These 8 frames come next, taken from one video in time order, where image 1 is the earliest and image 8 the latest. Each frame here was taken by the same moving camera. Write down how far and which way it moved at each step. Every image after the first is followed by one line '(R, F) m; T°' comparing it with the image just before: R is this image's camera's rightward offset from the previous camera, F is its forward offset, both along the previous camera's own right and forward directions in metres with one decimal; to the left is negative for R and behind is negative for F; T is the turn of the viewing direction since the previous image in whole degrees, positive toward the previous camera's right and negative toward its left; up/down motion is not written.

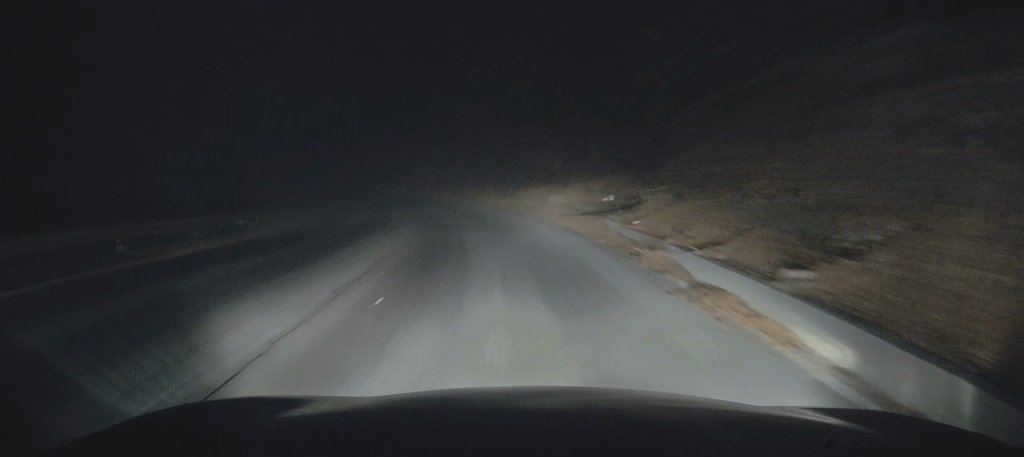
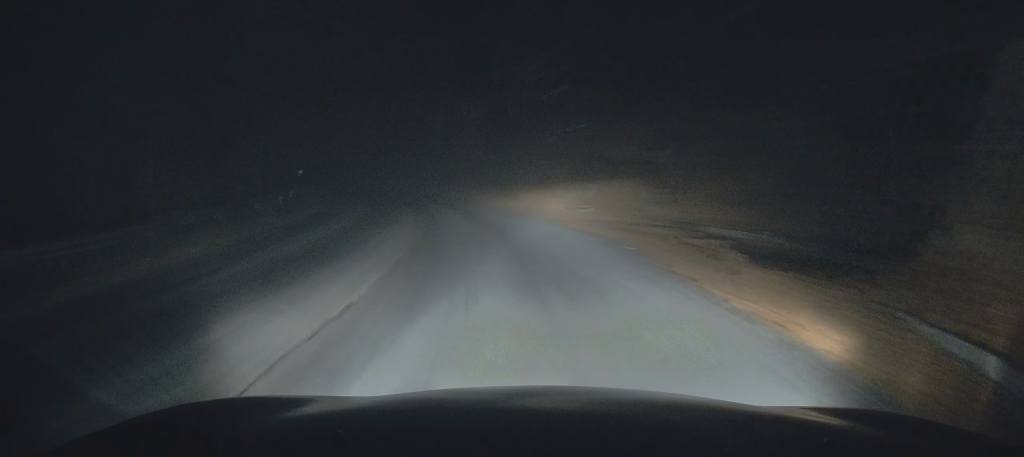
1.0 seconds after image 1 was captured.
(-0.2, +11.5) m; -3°
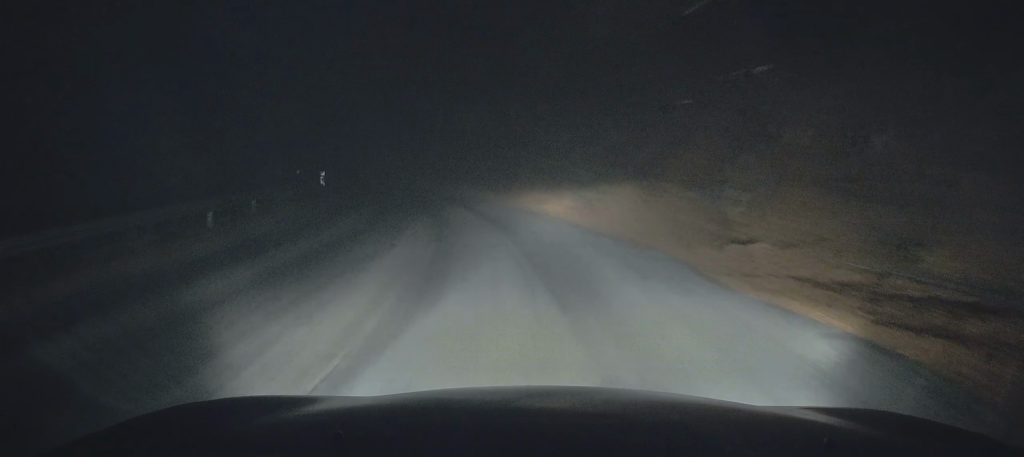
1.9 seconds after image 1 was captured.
(-0.2, +9.8) m; -4°
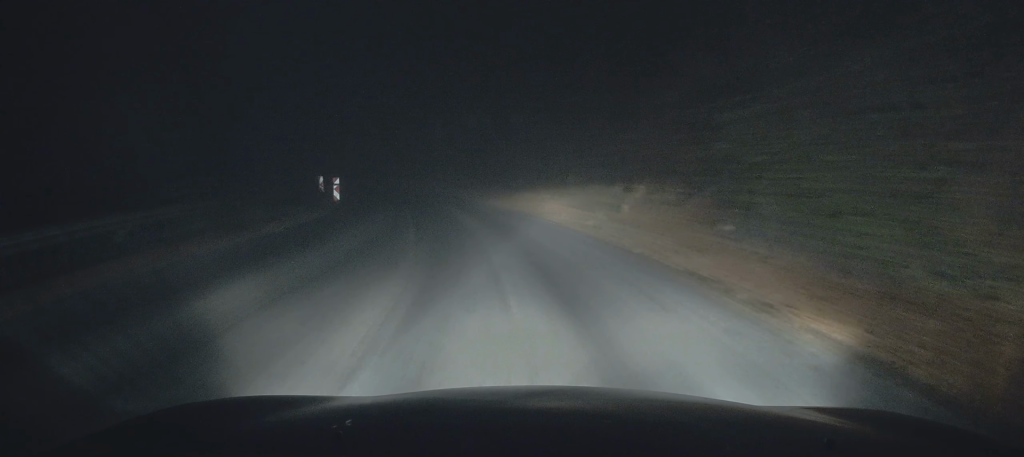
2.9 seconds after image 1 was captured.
(-0.8, +12.4) m; -7°
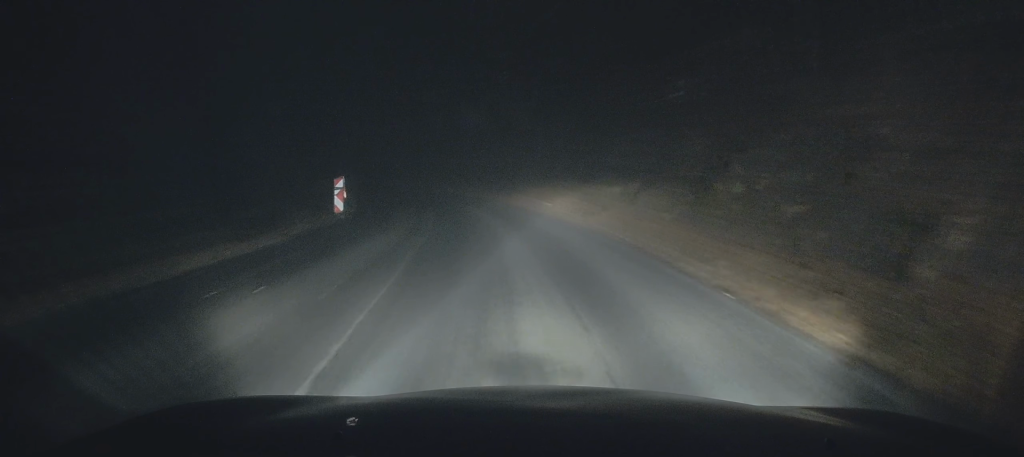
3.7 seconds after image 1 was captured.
(-0.2, +9.5) m; -6°
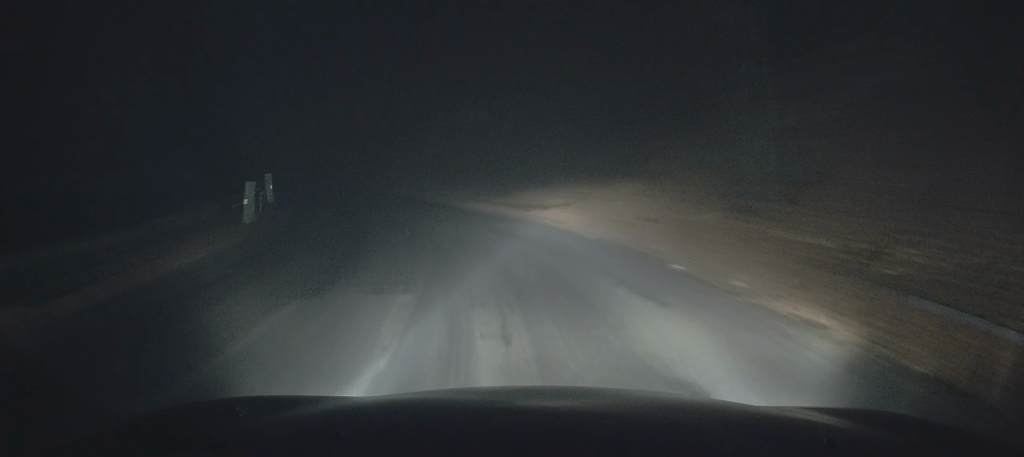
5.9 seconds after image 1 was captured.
(-4.1, +27.4) m; -16°
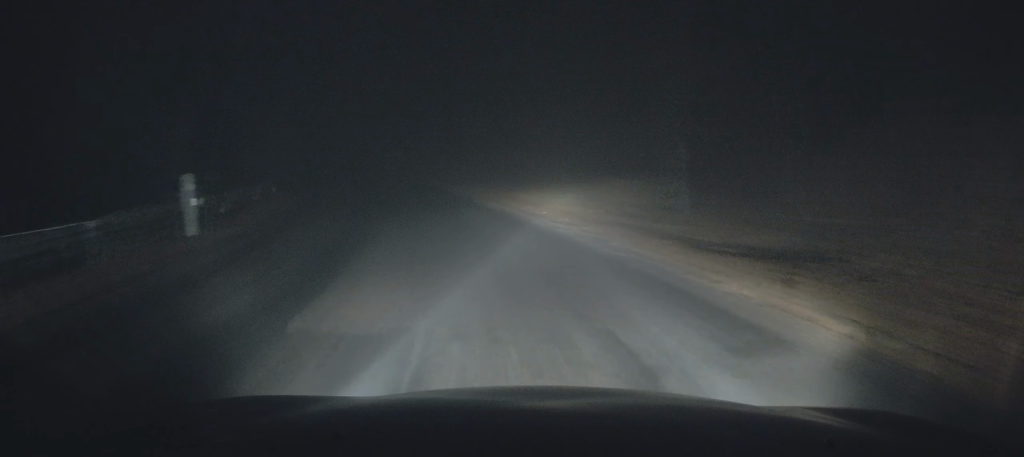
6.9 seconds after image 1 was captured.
(-0.9, +12.7) m; -8°
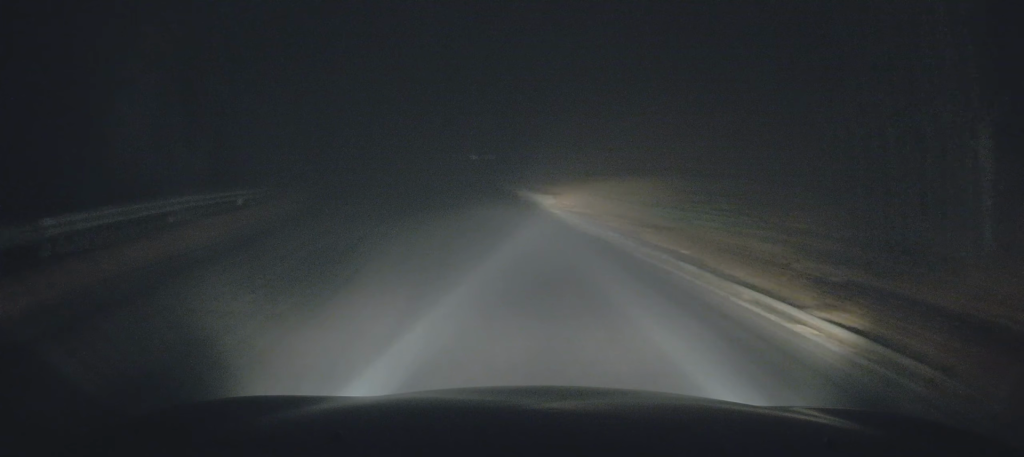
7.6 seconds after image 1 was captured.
(-0.2, +9.1) m; -7°
